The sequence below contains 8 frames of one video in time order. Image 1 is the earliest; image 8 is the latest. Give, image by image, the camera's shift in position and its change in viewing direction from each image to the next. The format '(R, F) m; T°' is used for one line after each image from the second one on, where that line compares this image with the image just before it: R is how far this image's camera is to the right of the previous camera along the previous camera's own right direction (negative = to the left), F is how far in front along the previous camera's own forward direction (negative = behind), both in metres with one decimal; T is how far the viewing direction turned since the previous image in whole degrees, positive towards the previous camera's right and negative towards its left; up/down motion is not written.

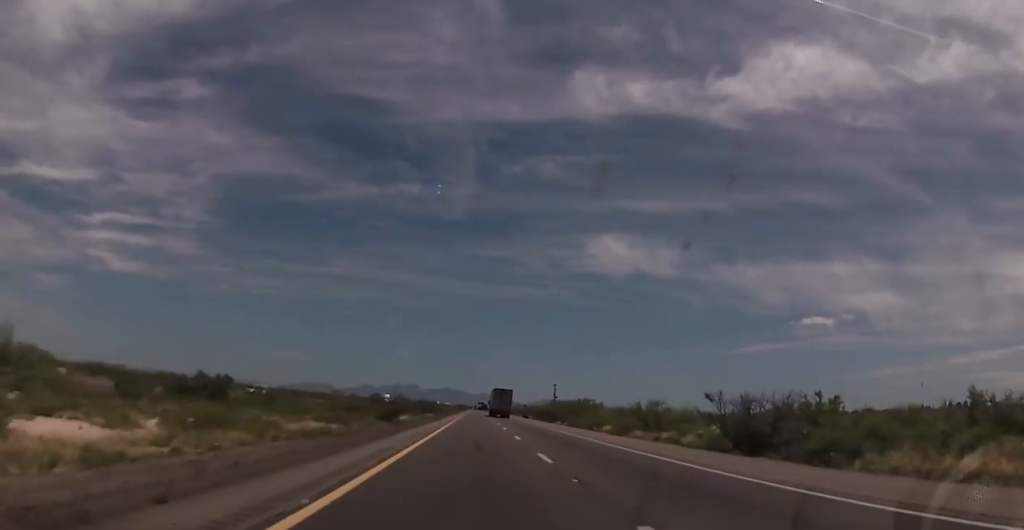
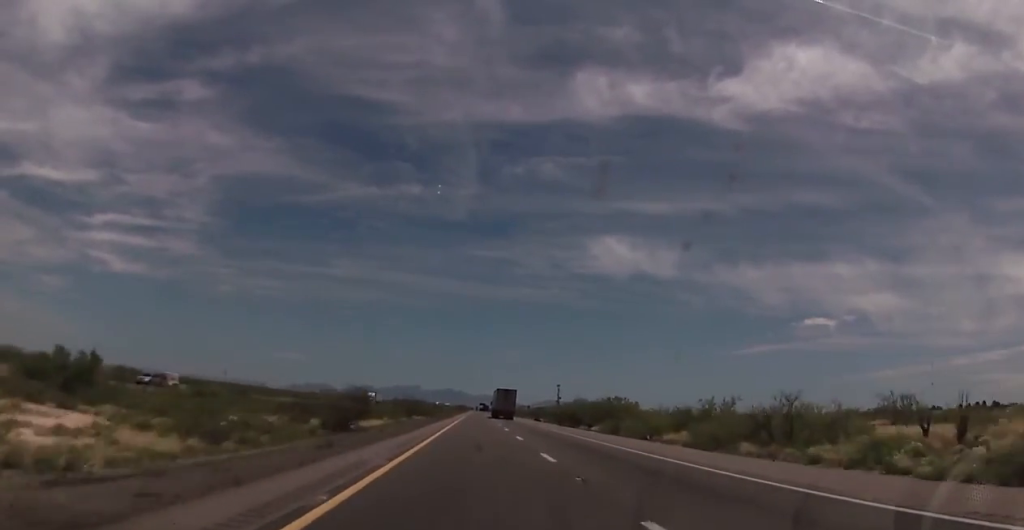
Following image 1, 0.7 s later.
(0.0, +24.1) m; 0°
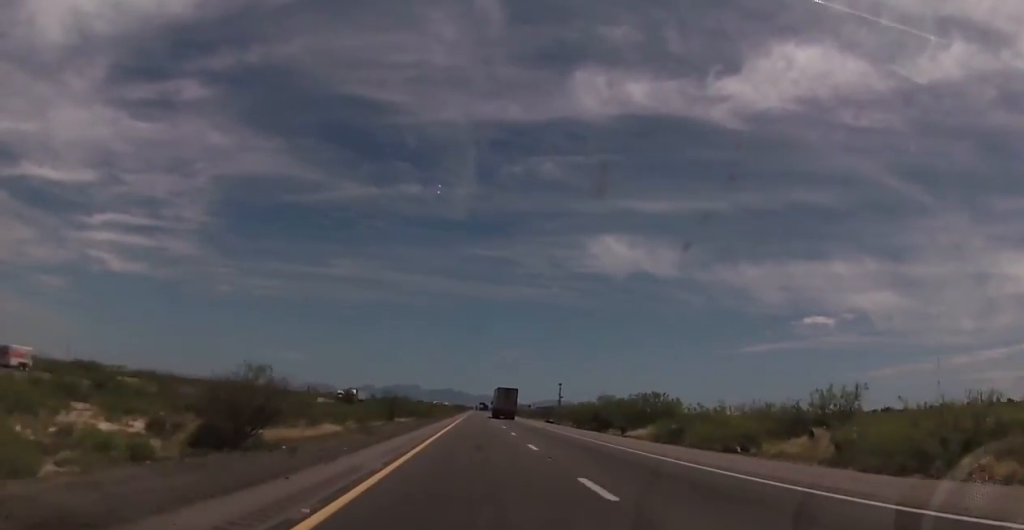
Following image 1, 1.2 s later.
(+0.3, +19.3) m; 0°
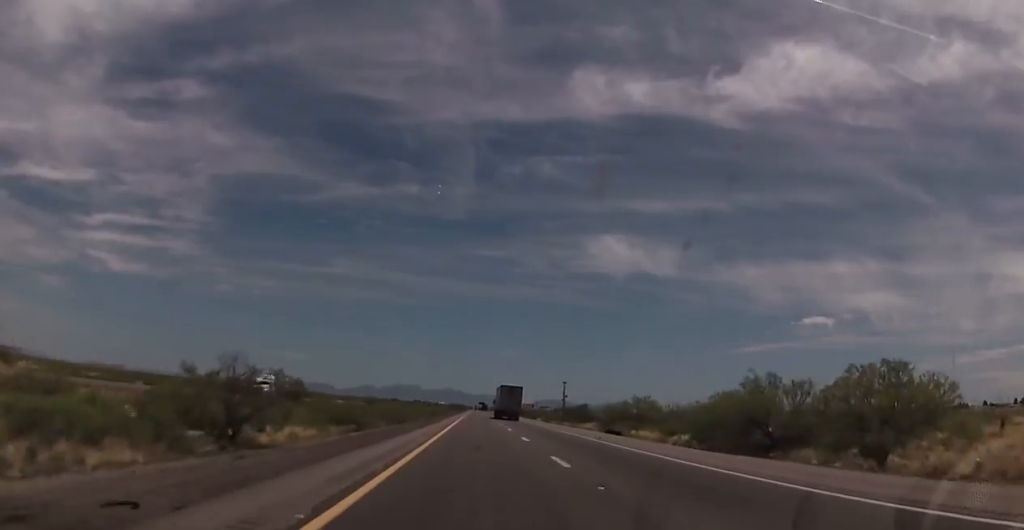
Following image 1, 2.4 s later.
(-0.4, +43.4) m; 0°
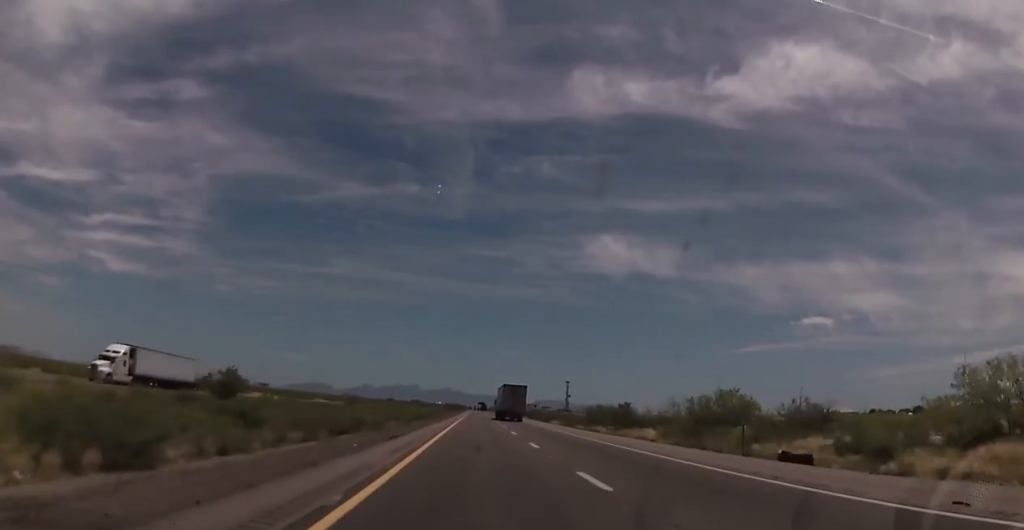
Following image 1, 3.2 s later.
(+0.4, +28.9) m; +1°
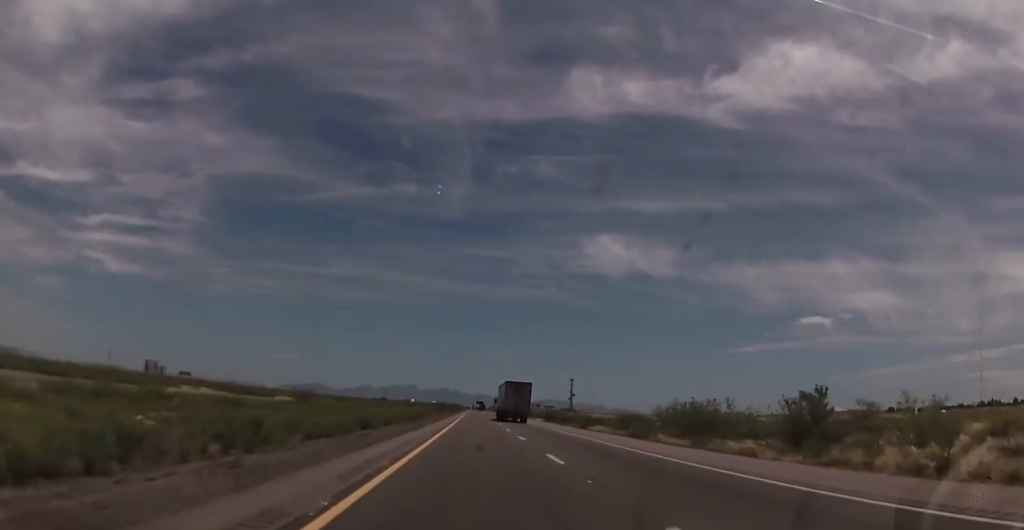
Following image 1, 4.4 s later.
(+0.1, +43.4) m; -1°
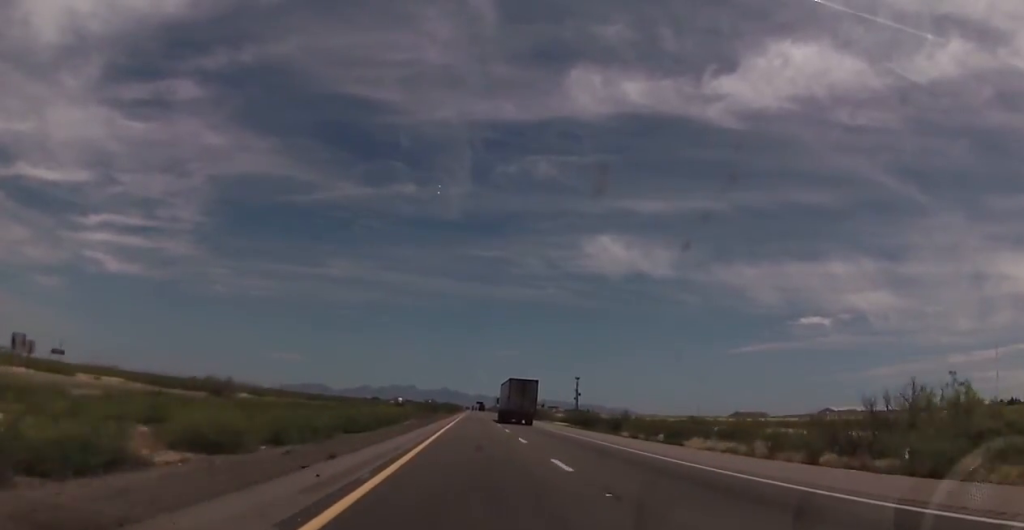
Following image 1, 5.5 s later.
(-0.4, +38.6) m; 0°
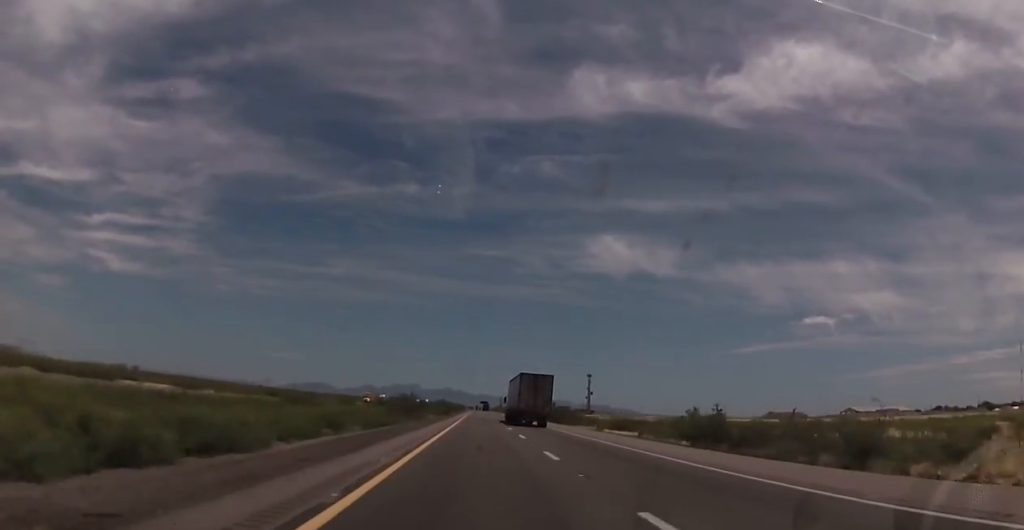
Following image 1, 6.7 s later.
(+0.7, +45.9) m; 0°
